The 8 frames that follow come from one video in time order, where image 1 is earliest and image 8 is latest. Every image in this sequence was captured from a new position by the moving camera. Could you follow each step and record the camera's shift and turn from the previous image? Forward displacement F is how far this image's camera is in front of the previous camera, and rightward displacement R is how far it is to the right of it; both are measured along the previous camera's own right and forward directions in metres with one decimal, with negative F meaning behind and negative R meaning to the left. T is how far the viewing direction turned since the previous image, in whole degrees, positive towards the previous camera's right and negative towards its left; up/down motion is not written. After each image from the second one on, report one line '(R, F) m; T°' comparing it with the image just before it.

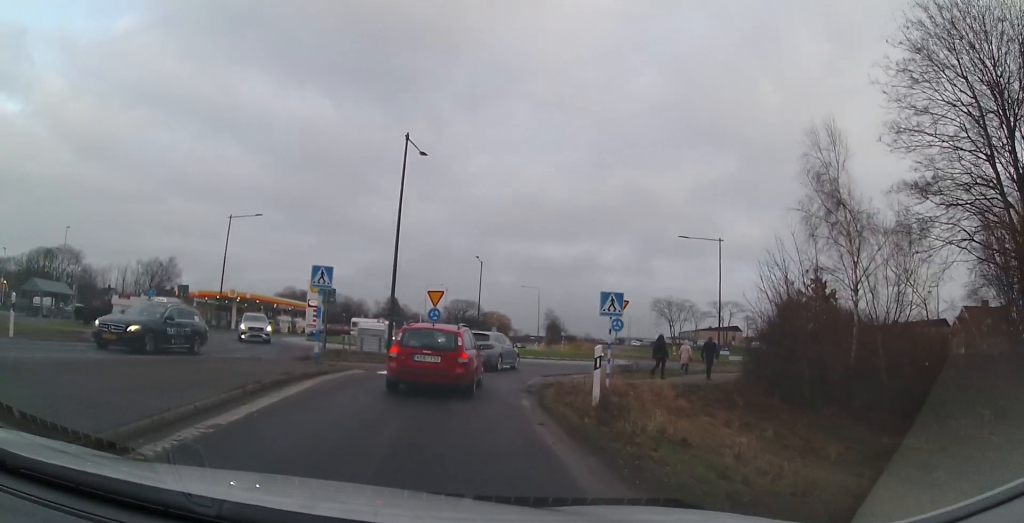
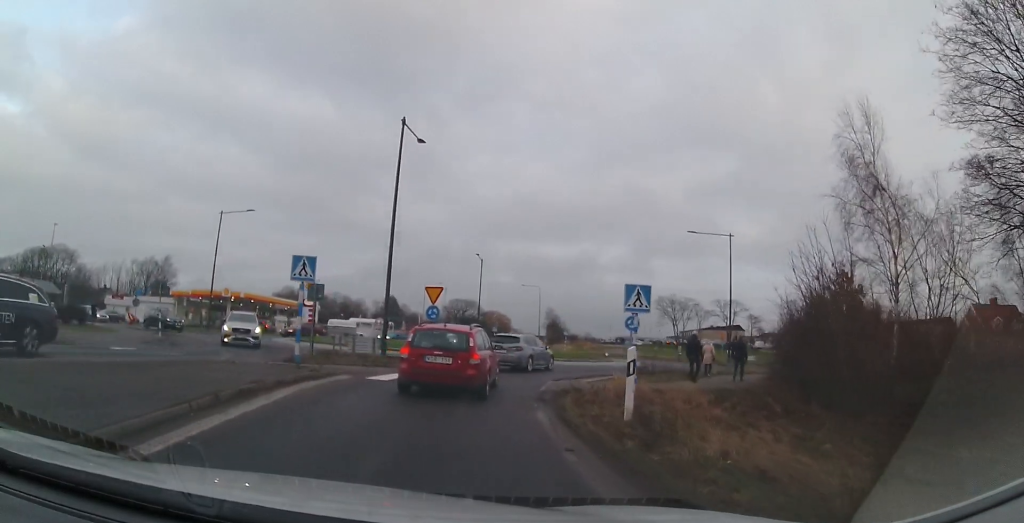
(+0.1, +1.8) m; +8°
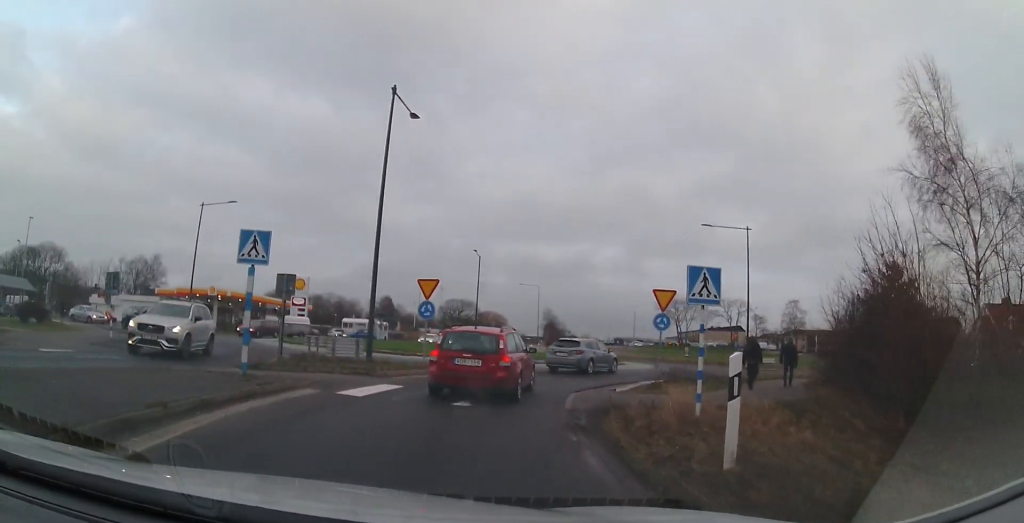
(+0.3, +3.0) m; +5°
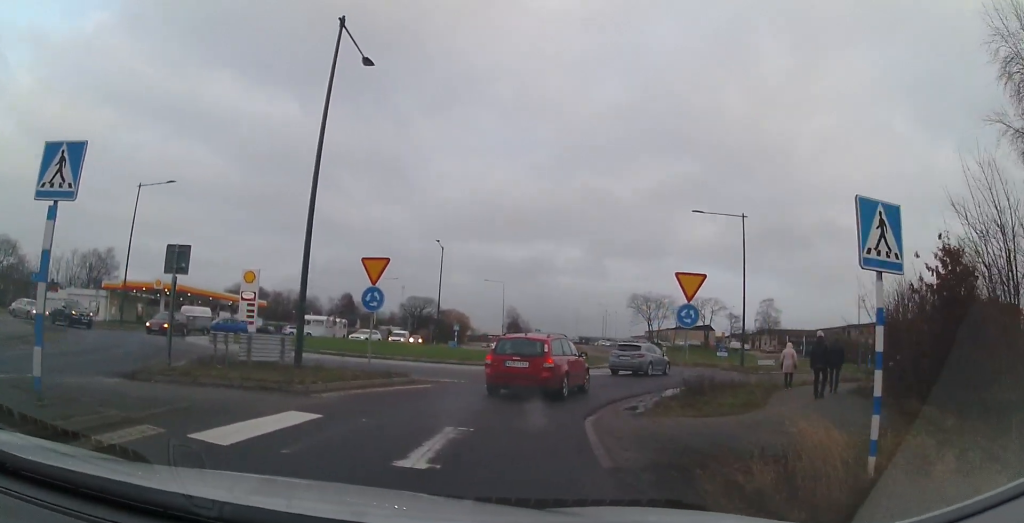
(+0.1, +4.8) m; +10°
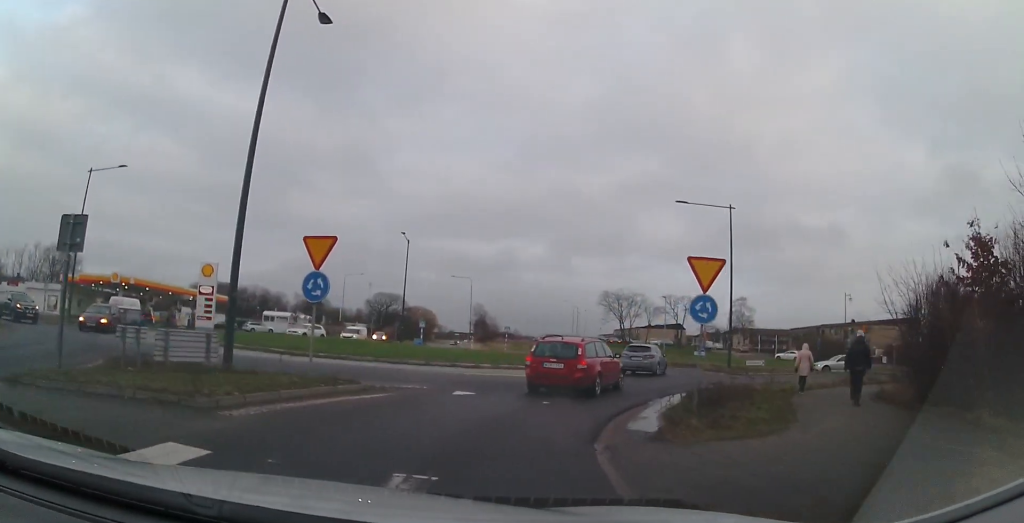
(-0.1, +2.4) m; +11°
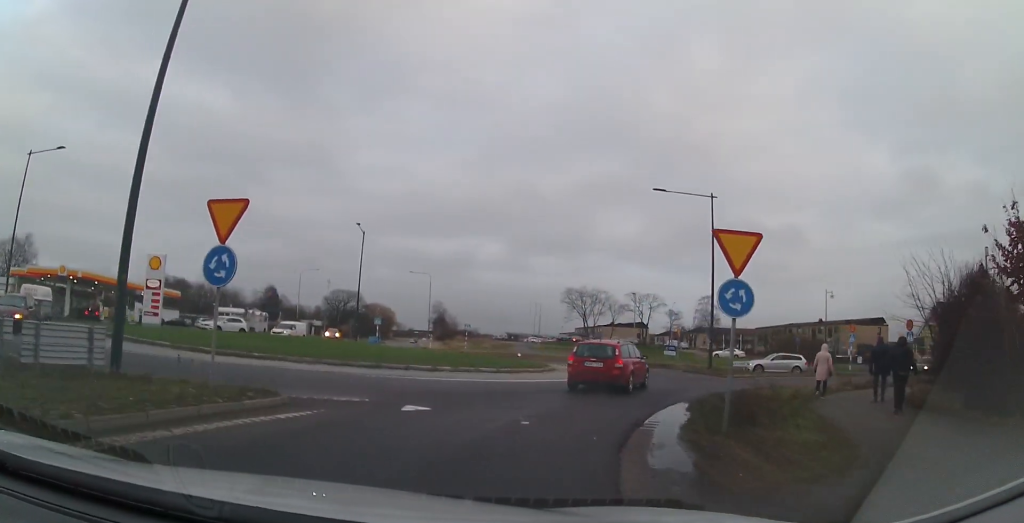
(+0.7, +2.5) m; +6°
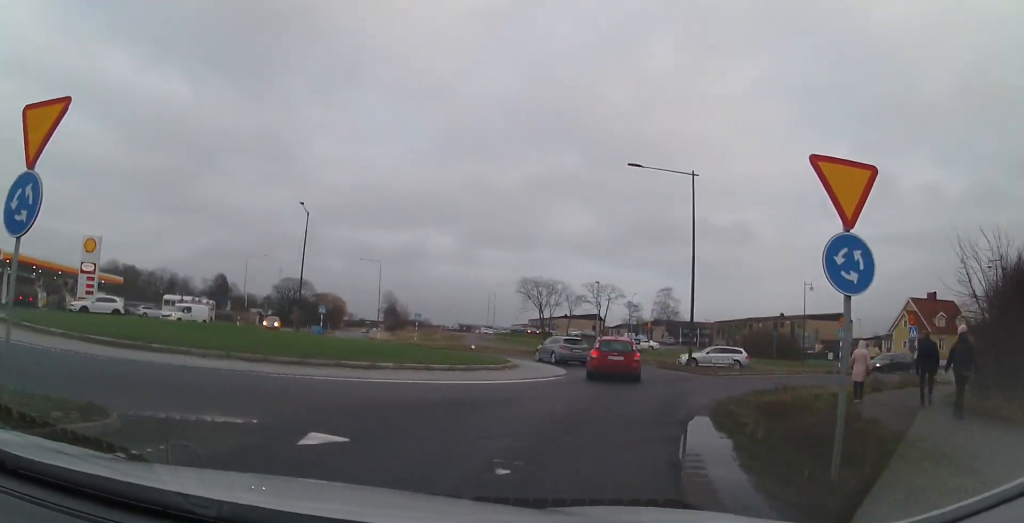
(-0.2, +3.5) m; -2°
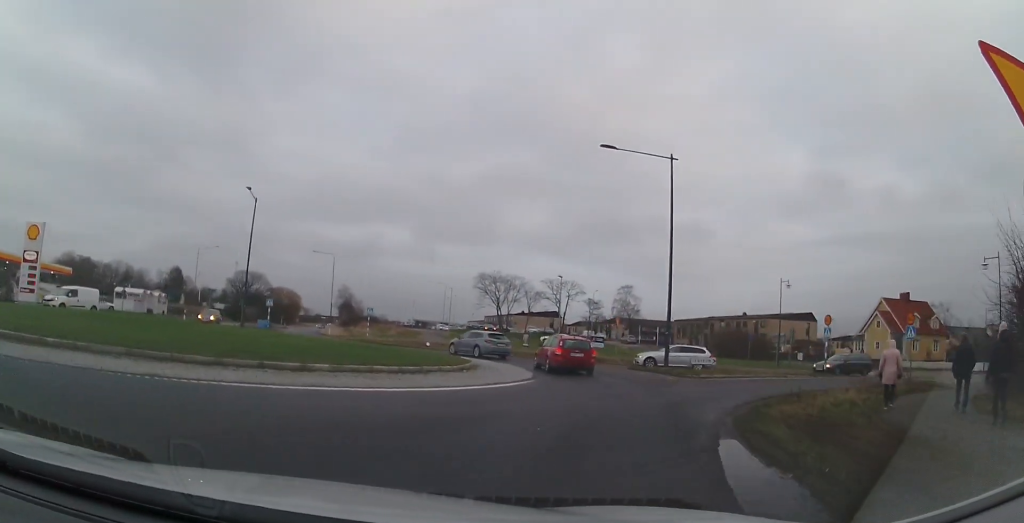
(0.0, +3.2) m; +3°
